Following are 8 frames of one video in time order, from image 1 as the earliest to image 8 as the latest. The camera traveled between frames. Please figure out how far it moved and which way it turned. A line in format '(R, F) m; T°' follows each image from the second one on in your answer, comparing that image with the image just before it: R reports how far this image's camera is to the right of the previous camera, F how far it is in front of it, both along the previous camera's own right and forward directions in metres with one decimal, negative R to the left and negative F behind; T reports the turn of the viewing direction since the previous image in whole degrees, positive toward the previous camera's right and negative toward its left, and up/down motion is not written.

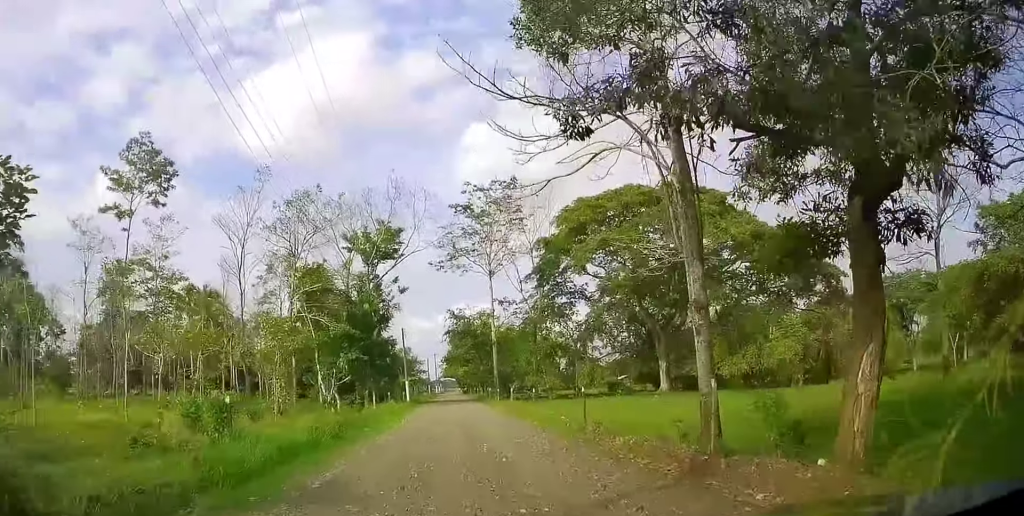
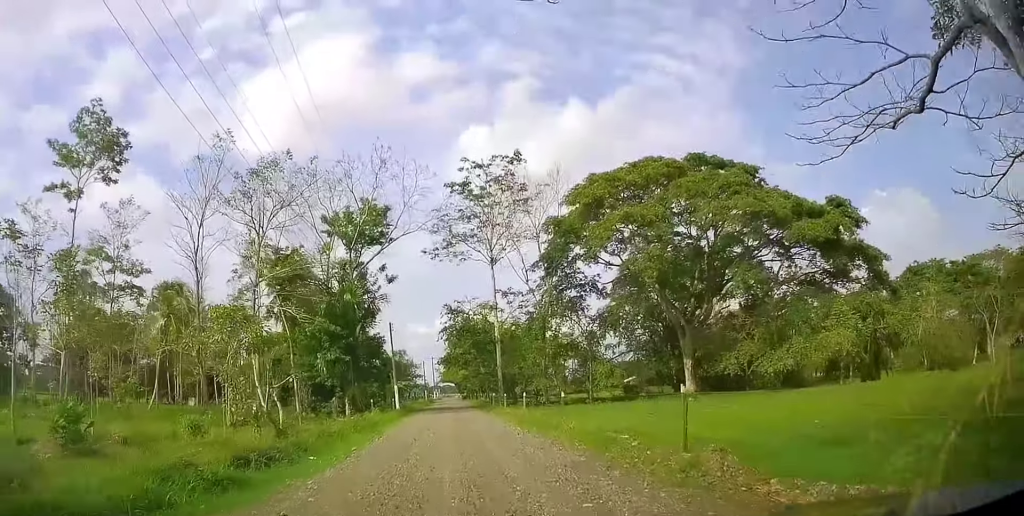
(+0.1, +8.0) m; +2°
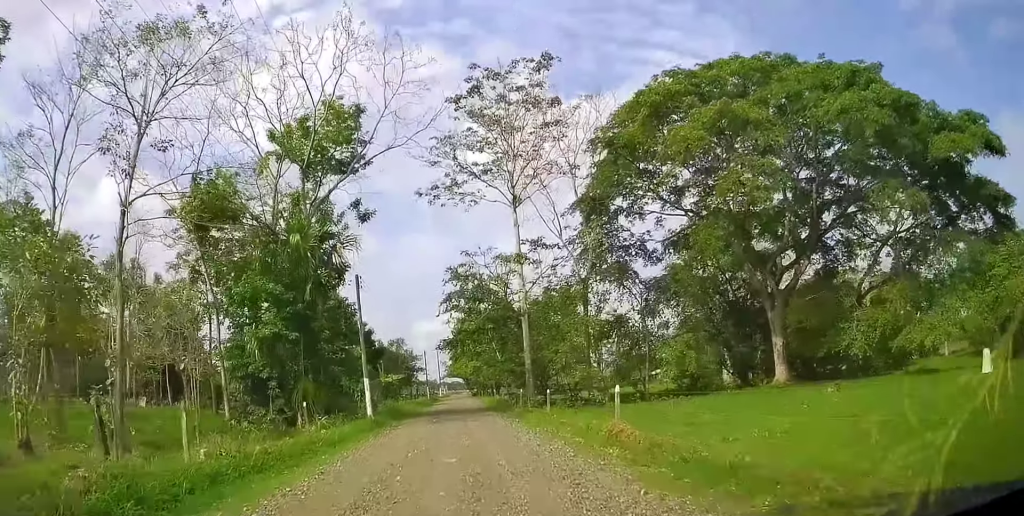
(+0.4, +16.9) m; 0°
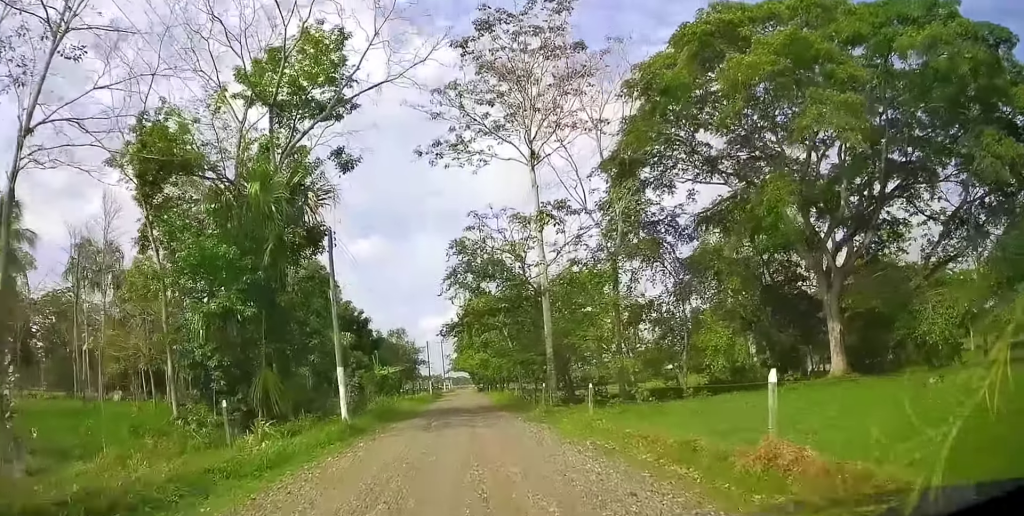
(-0.2, +7.0) m; -1°
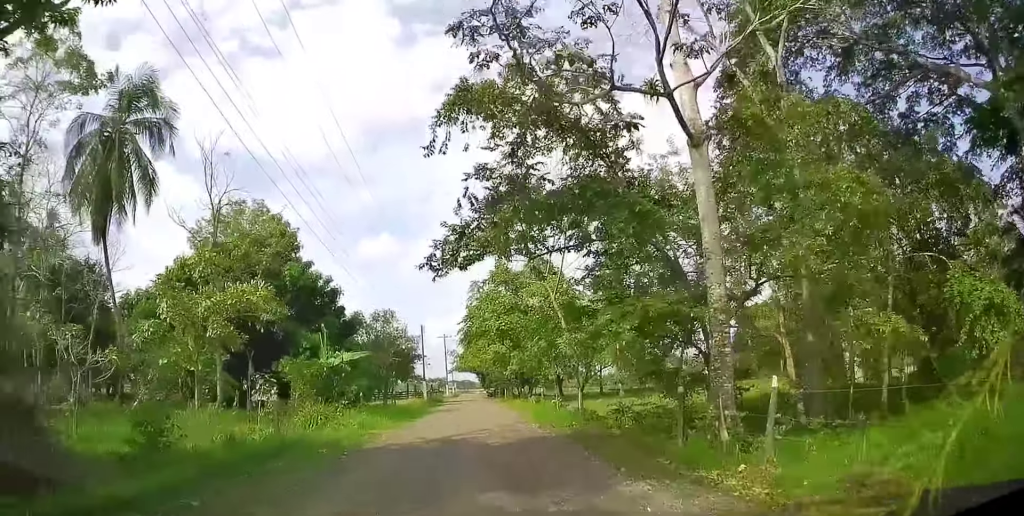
(-0.1, +20.3) m; +1°
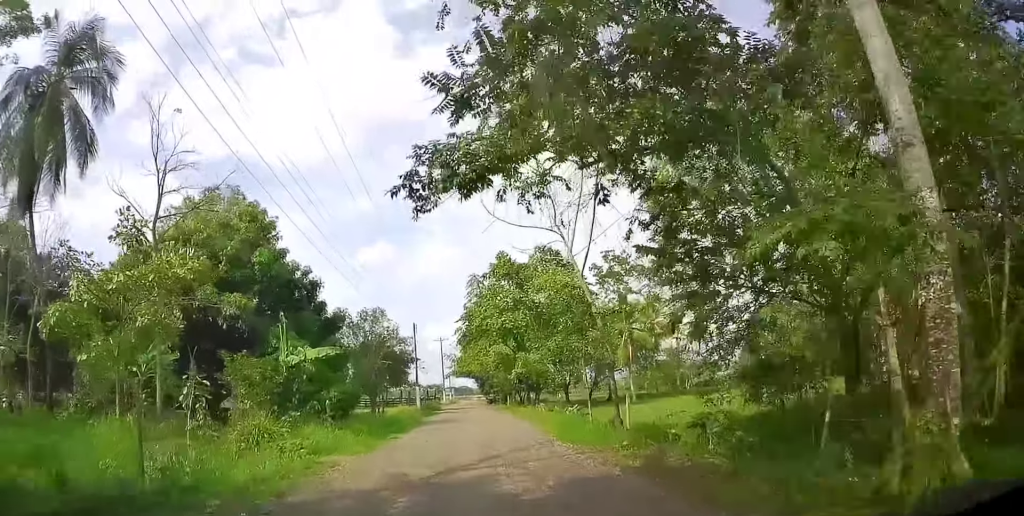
(+0.2, +6.3) m; -1°
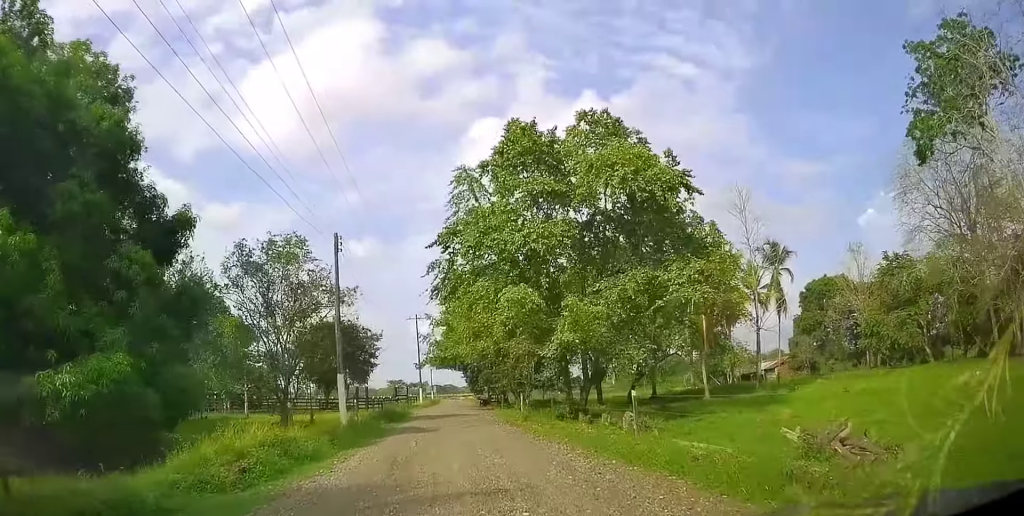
(+0.2, +23.9) m; +1°
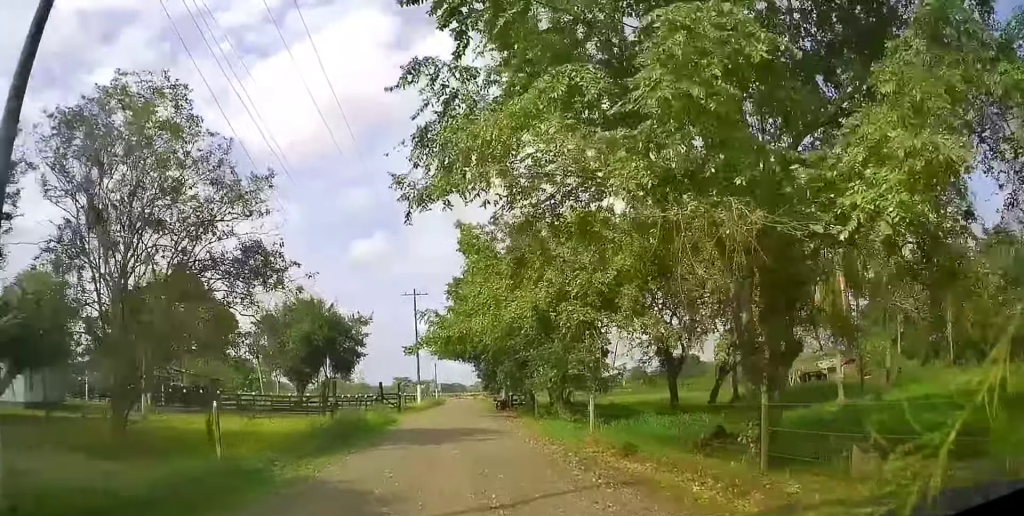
(-0.5, +15.7) m; -3°
